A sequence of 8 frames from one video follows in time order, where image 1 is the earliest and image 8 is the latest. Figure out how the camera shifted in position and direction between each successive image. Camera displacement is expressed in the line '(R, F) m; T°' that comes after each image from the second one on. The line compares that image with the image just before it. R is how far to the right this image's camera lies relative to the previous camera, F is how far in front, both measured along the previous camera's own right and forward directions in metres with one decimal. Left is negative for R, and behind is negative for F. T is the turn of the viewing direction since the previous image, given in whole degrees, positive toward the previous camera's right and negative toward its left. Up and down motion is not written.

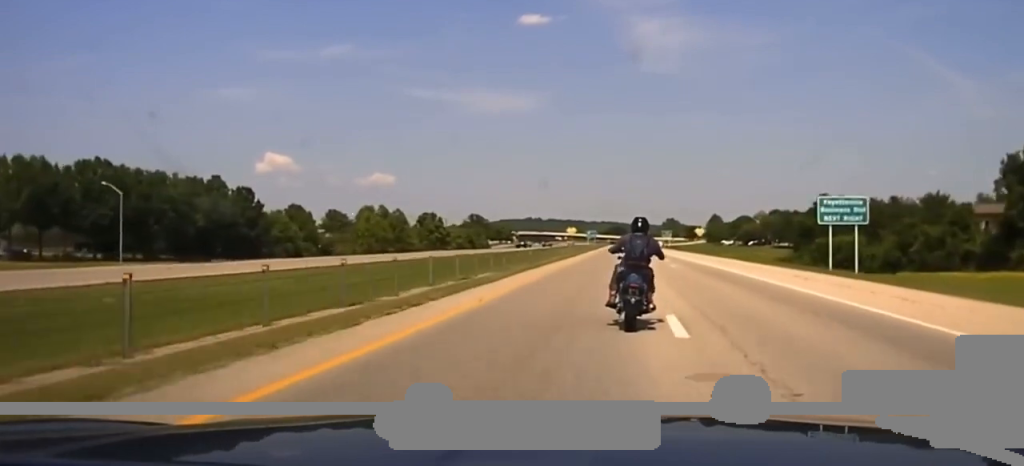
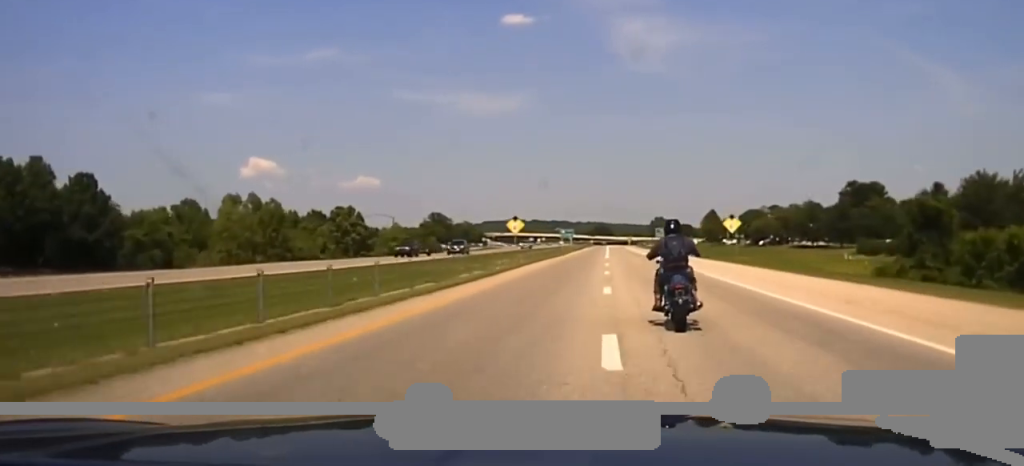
(+0.1, +52.2) m; 0°
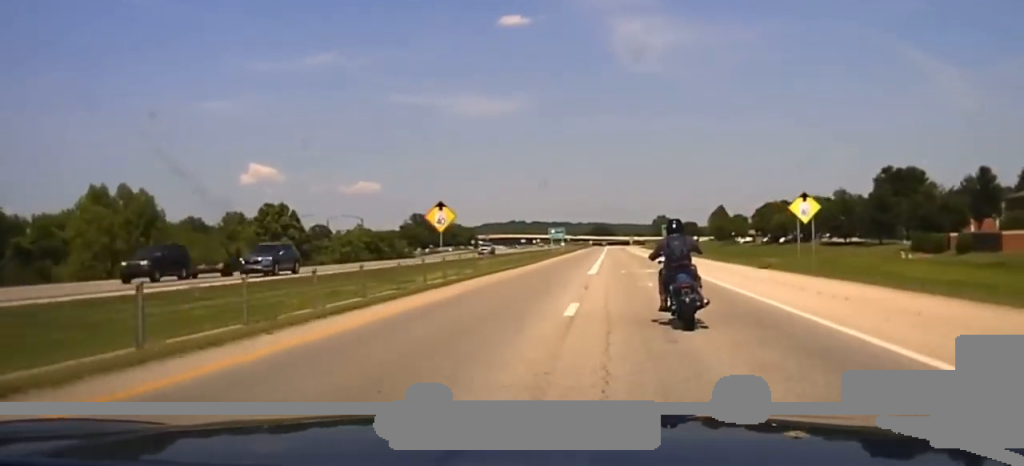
(+0.1, +26.9) m; 0°
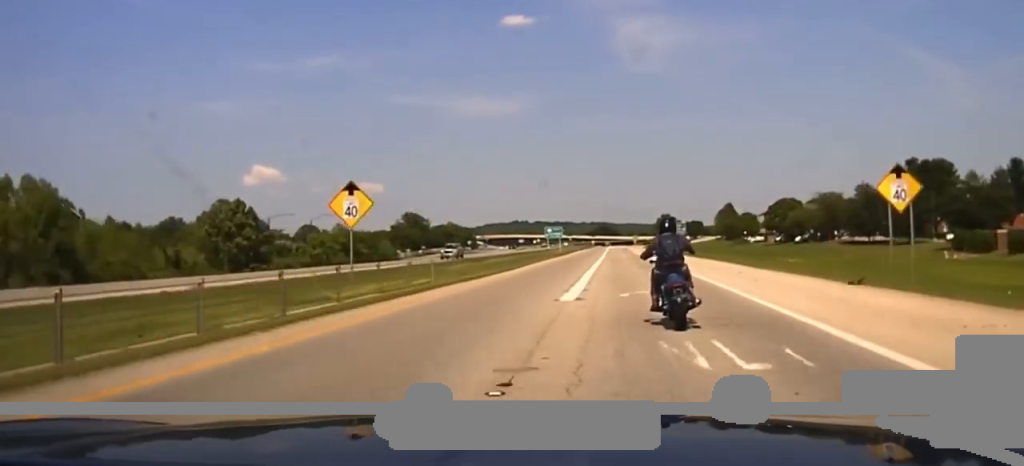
(0.0, +13.5) m; 0°
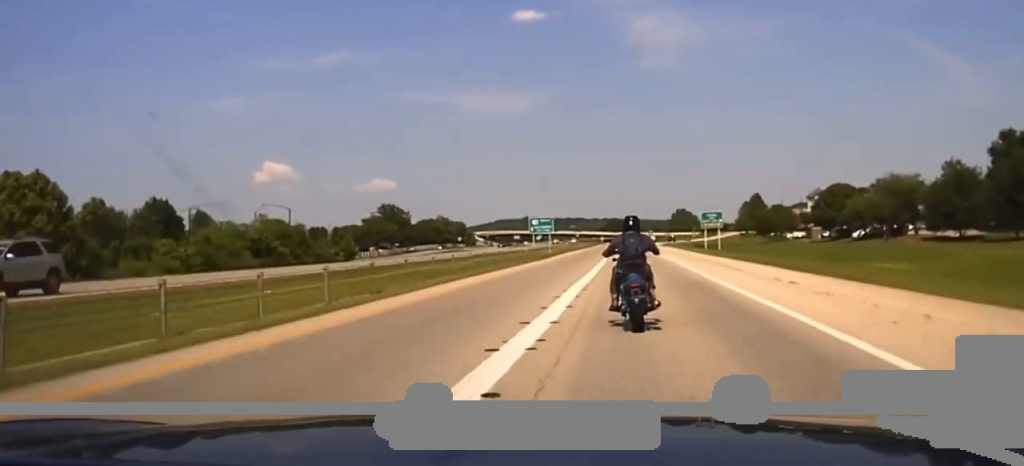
(-0.1, +38.2) m; 0°
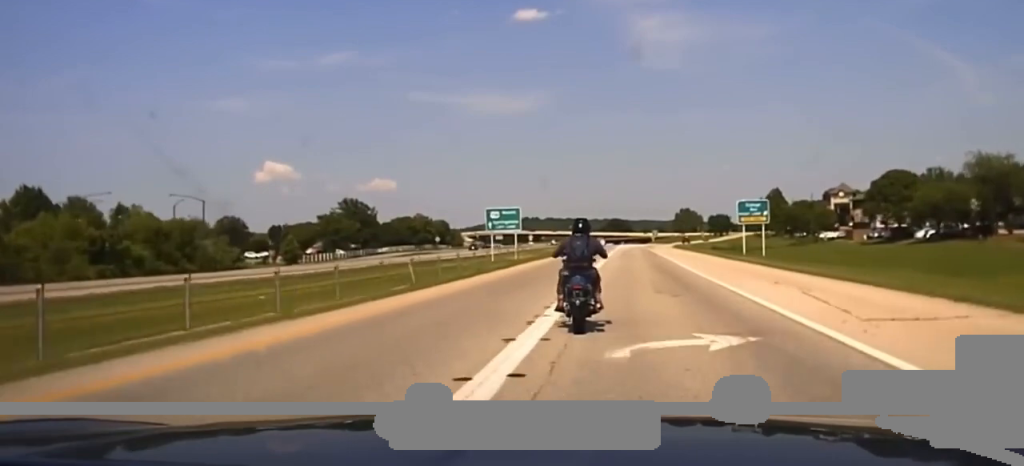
(-0.1, +36.1) m; 0°
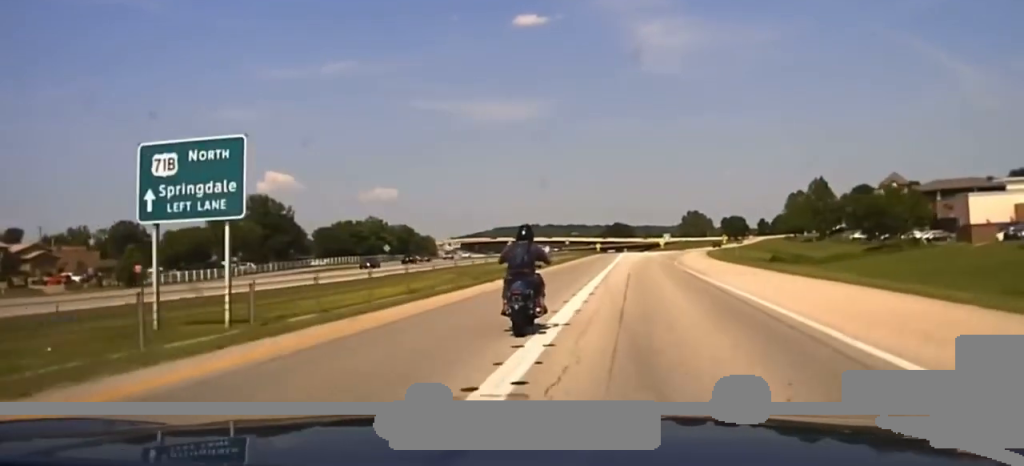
(+0.1, +63.4) m; 0°
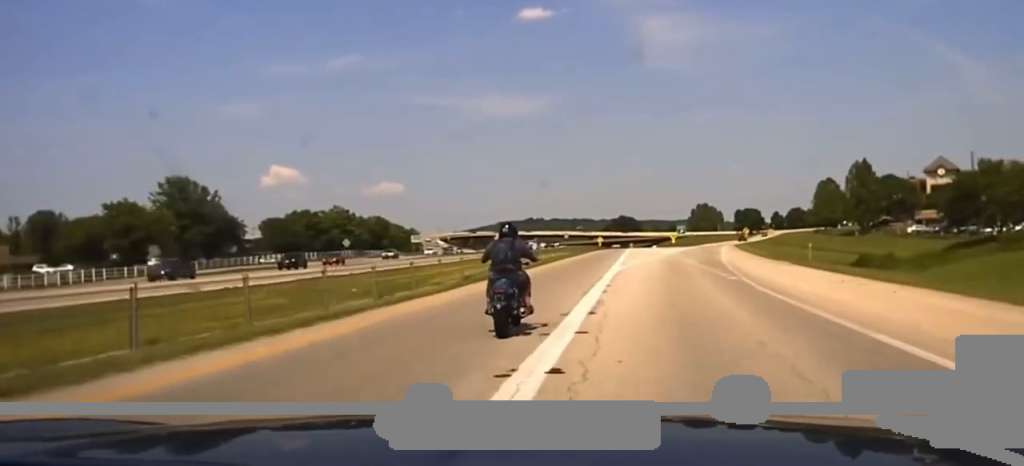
(-0.2, +33.6) m; -1°
